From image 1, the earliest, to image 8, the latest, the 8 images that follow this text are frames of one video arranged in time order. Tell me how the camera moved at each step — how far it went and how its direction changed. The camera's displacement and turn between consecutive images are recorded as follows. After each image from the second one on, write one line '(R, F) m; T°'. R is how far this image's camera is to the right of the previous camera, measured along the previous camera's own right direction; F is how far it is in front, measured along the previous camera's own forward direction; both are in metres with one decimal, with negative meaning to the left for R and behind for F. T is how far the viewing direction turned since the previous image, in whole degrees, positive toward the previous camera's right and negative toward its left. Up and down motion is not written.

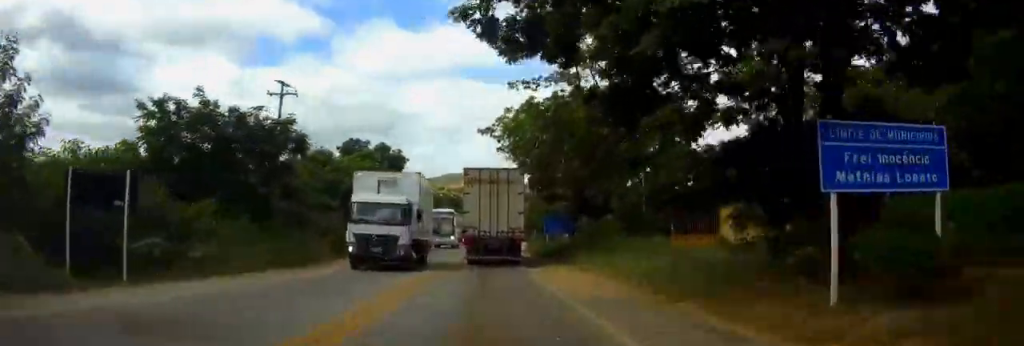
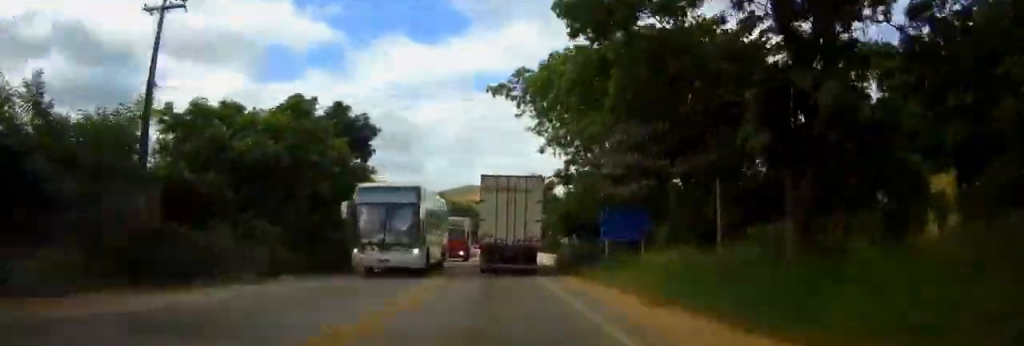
(-0.1, +21.0) m; -1°
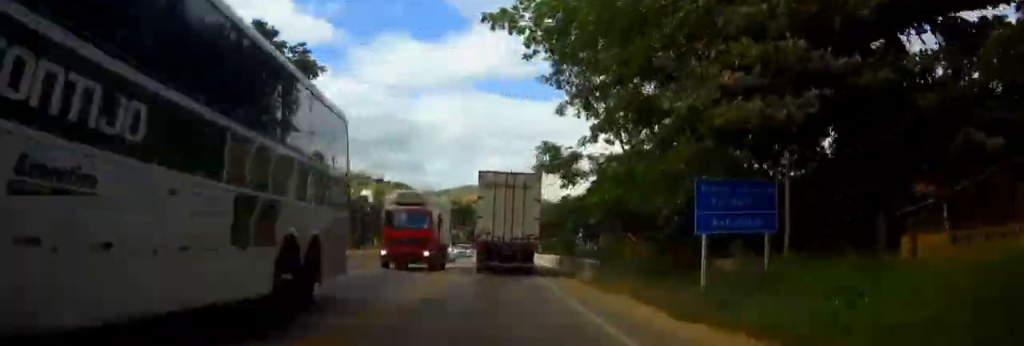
(0.0, +13.8) m; 0°
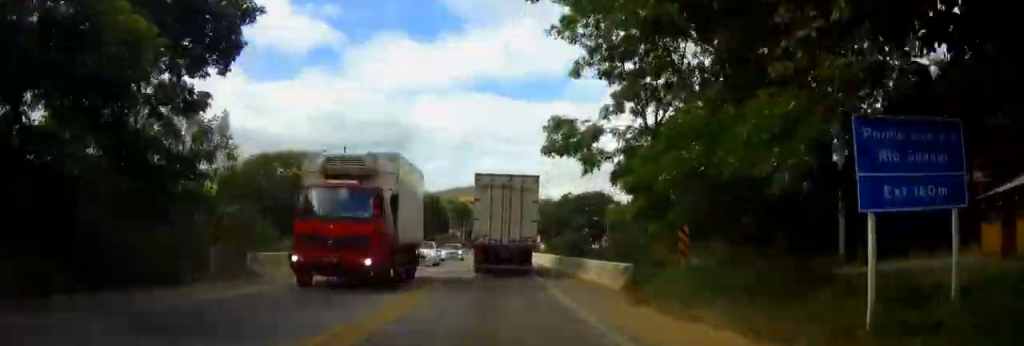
(0.0, +7.2) m; 0°
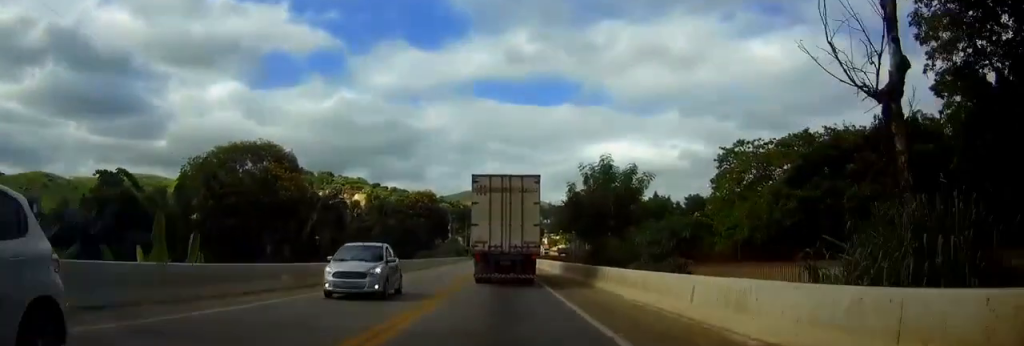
(-0.2, +22.6) m; 0°
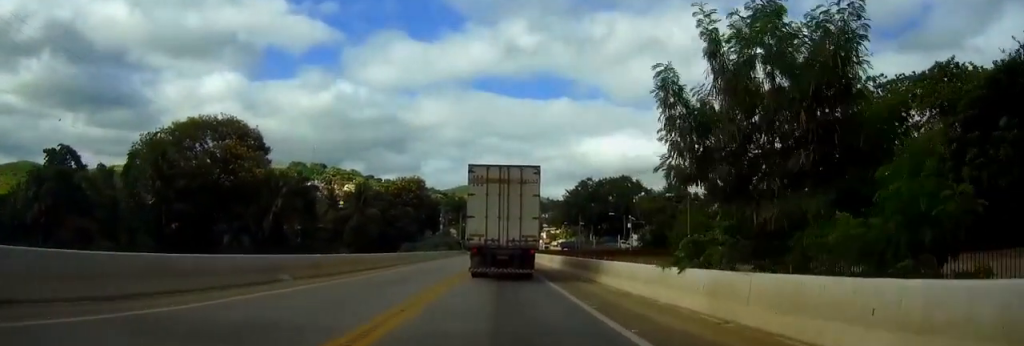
(+0.1, +17.7) m; 0°
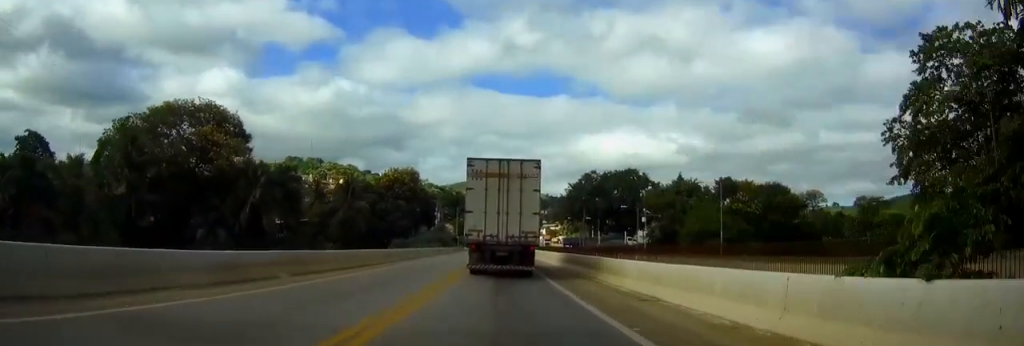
(0.0, +8.9) m; 0°
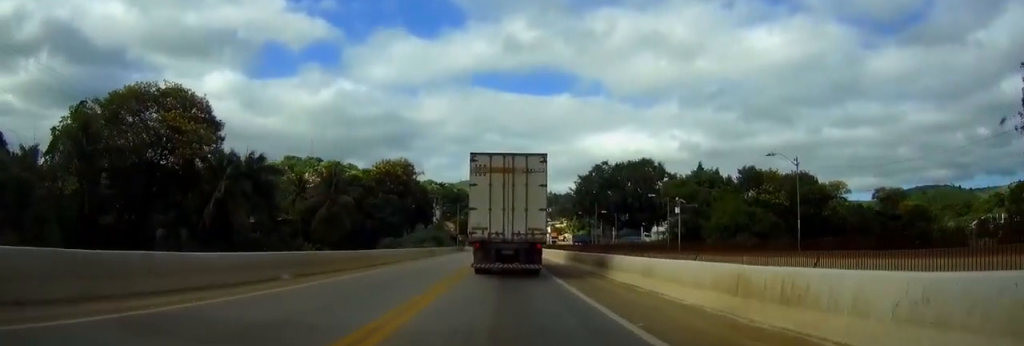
(0.0, +12.7) m; 0°
